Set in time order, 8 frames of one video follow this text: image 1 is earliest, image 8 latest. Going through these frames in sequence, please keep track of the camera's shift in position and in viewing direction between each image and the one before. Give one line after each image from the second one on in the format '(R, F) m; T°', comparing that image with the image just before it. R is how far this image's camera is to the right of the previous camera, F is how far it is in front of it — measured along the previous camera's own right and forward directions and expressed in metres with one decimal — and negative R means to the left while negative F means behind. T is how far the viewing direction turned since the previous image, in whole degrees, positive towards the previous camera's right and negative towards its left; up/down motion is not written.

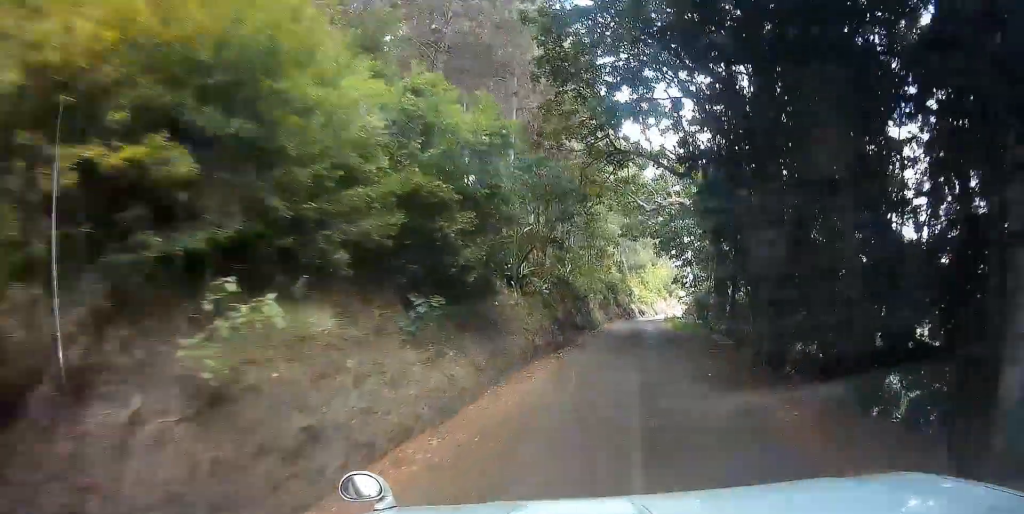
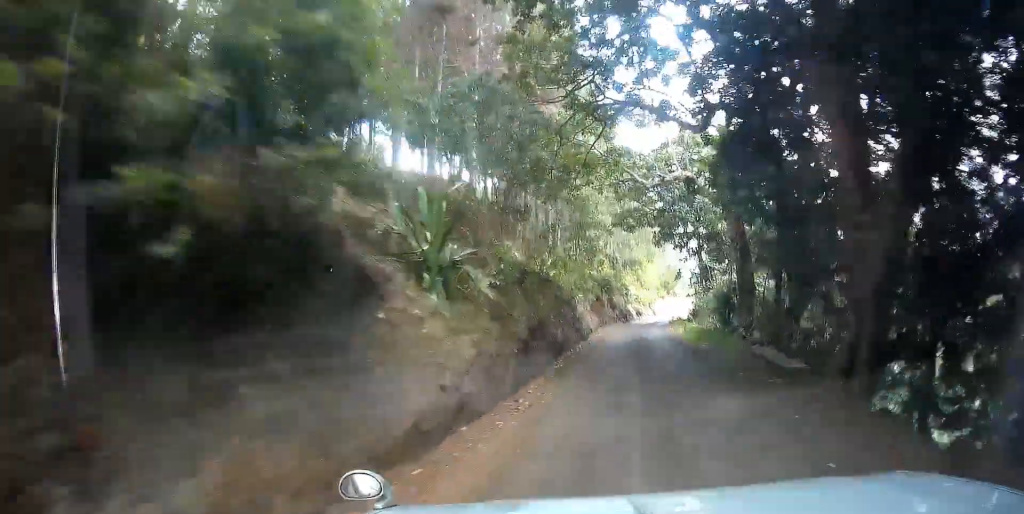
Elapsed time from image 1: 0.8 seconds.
(+0.1, +6.8) m; +2°
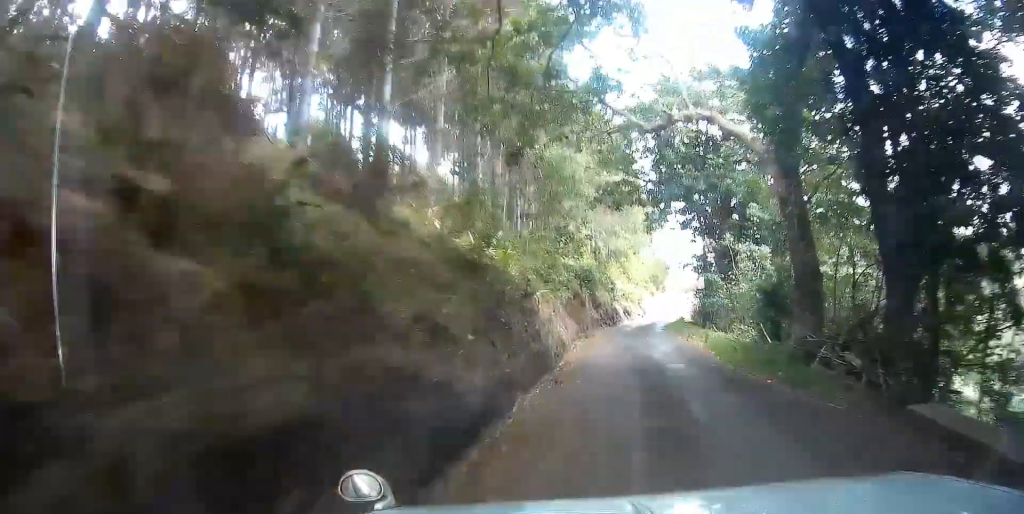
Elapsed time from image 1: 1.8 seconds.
(+0.3, +9.1) m; +4°
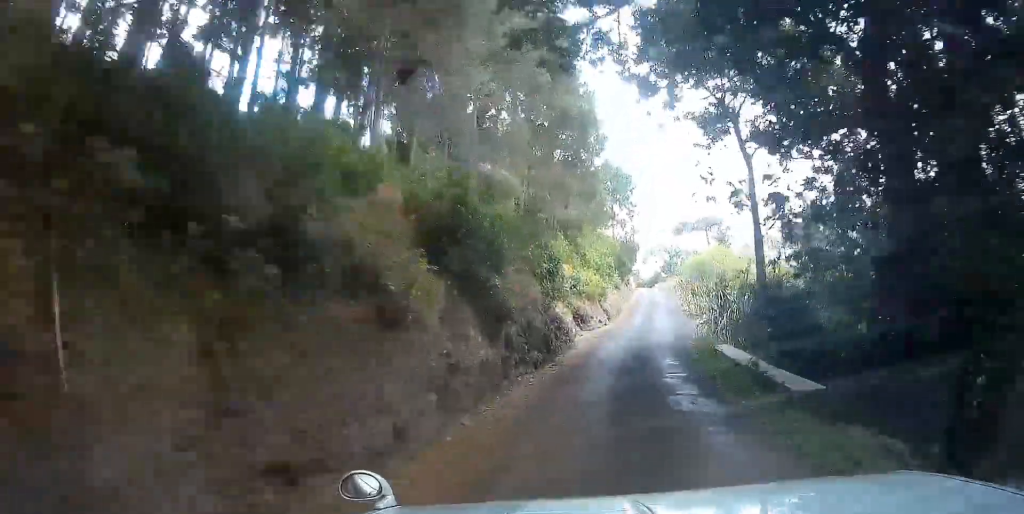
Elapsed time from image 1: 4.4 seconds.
(+0.3, +20.9) m; +2°
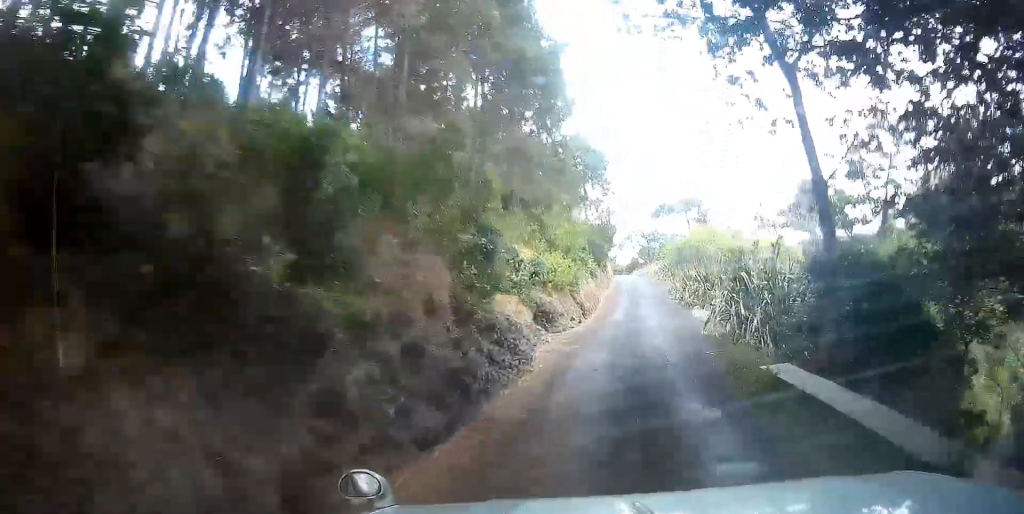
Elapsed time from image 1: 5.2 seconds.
(+0.3, +6.9) m; +3°
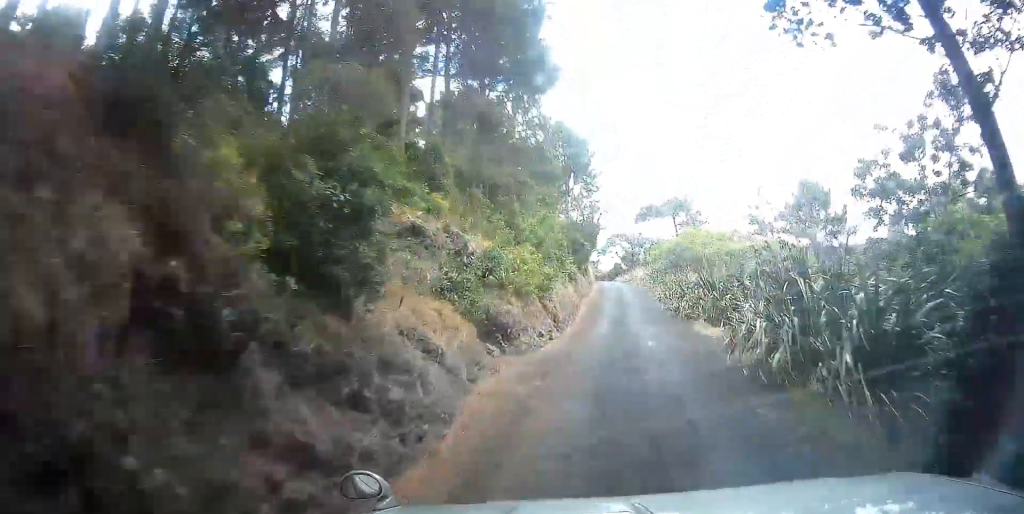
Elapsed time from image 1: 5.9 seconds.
(+0.1, +5.7) m; +1°
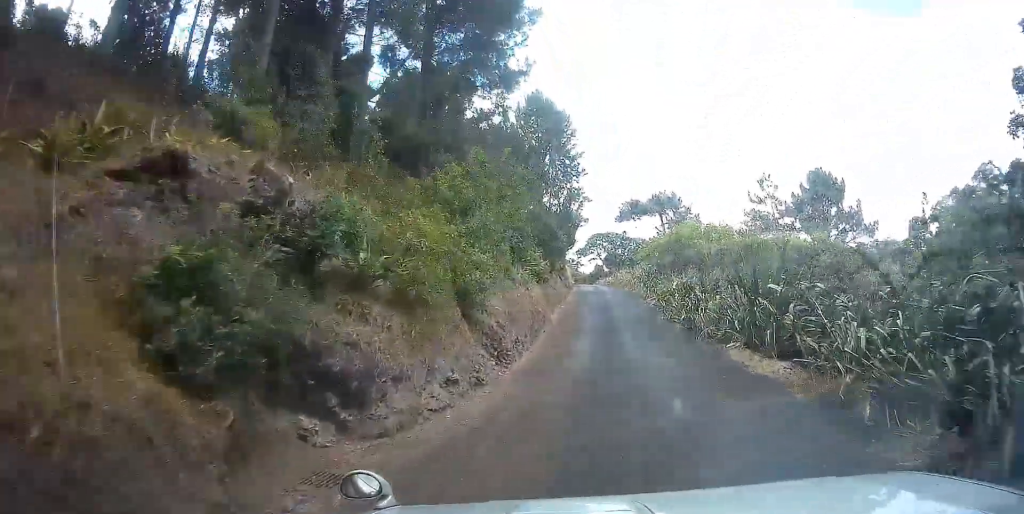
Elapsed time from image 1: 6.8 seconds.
(0.0, +8.3) m; +1°
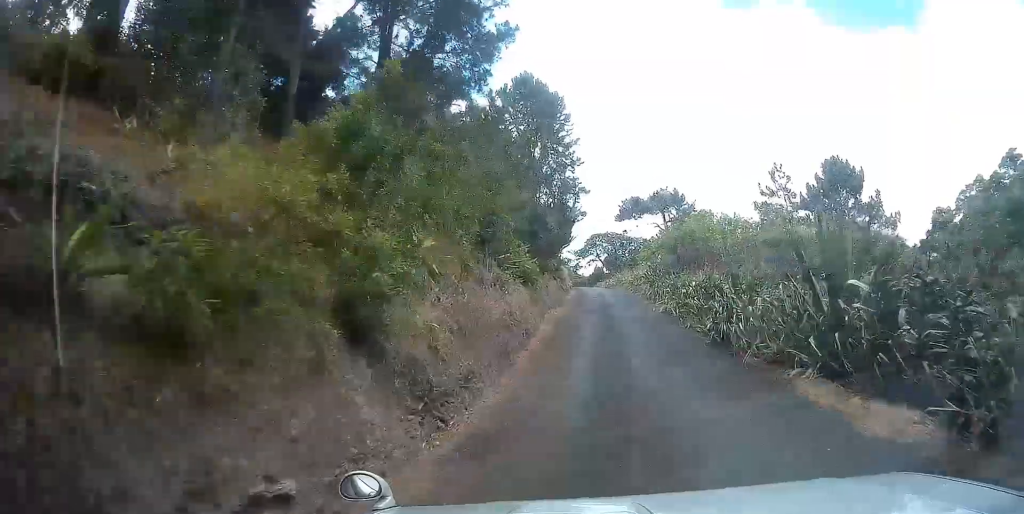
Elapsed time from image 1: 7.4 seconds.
(0.0, +4.6) m; +1°
